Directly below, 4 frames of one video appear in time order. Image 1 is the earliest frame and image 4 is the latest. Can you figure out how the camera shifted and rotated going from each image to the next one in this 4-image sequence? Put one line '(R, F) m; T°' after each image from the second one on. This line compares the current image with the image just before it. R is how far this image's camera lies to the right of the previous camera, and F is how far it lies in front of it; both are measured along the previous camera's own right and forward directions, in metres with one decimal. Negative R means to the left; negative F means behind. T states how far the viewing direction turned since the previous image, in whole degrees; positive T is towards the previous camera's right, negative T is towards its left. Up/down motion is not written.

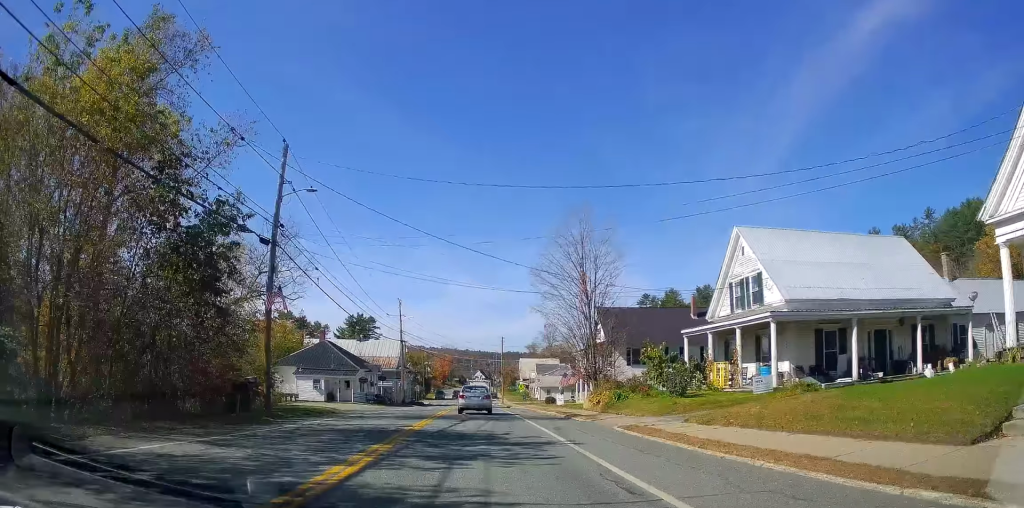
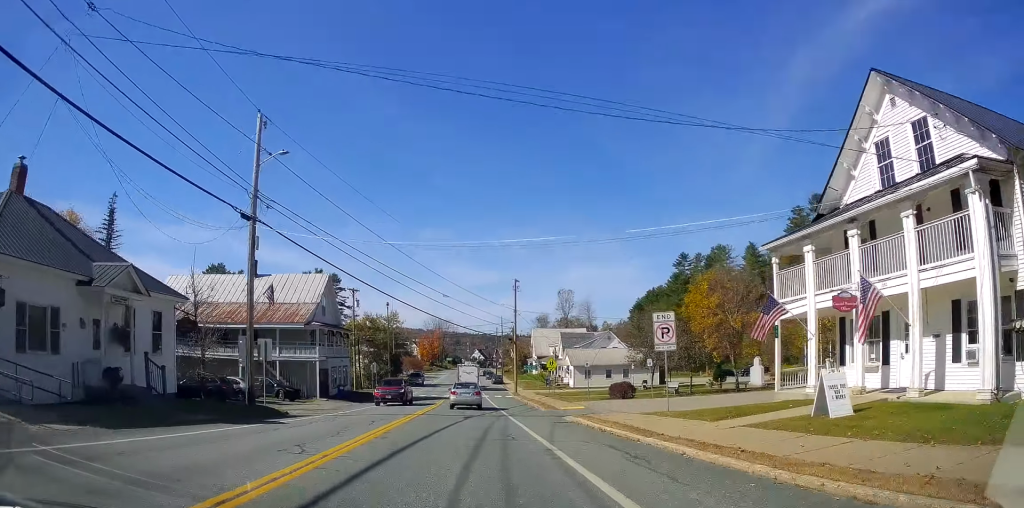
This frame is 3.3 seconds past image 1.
(-1.2, +45.2) m; -1°
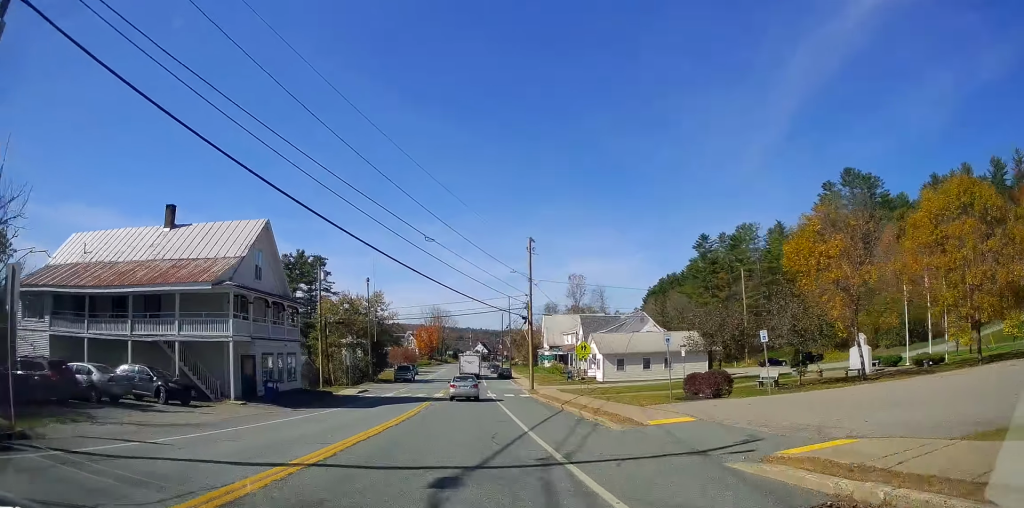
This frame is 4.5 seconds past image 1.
(+0.5, +16.6) m; +1°
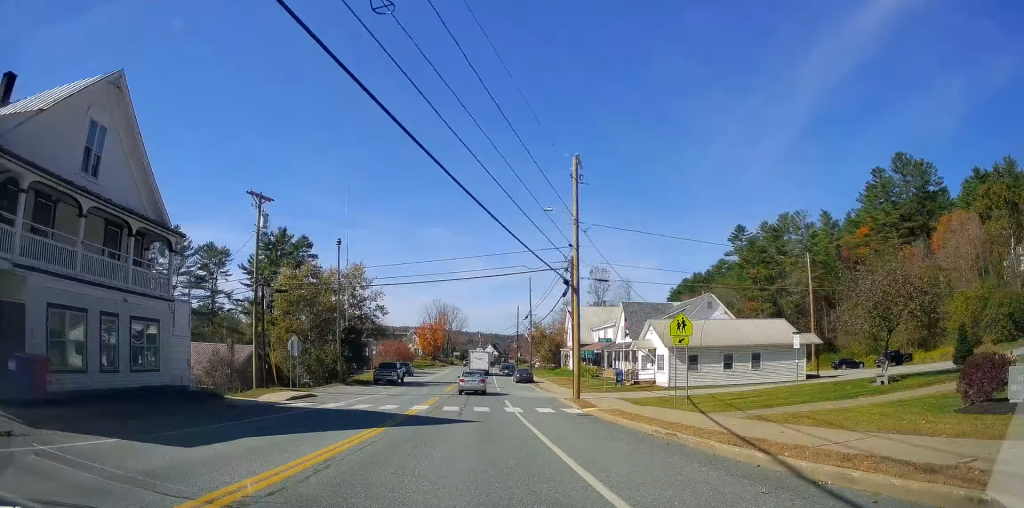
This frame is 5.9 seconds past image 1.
(-0.3, +18.6) m; 0°
